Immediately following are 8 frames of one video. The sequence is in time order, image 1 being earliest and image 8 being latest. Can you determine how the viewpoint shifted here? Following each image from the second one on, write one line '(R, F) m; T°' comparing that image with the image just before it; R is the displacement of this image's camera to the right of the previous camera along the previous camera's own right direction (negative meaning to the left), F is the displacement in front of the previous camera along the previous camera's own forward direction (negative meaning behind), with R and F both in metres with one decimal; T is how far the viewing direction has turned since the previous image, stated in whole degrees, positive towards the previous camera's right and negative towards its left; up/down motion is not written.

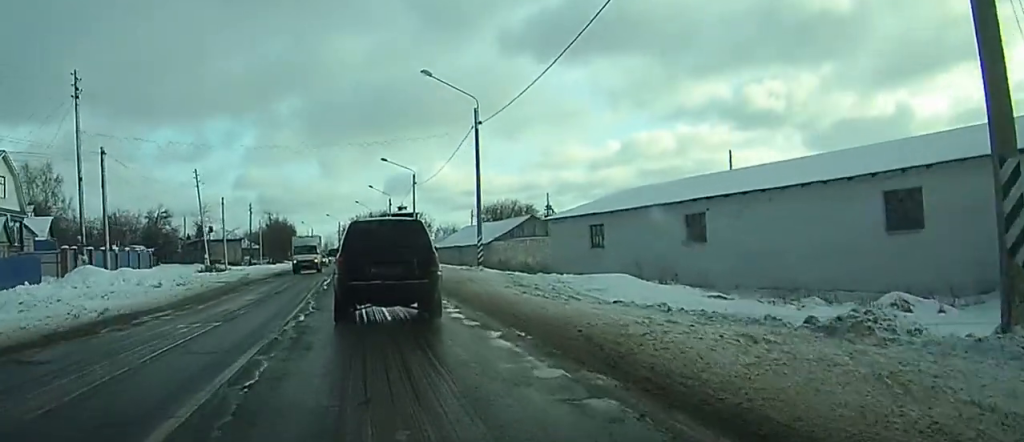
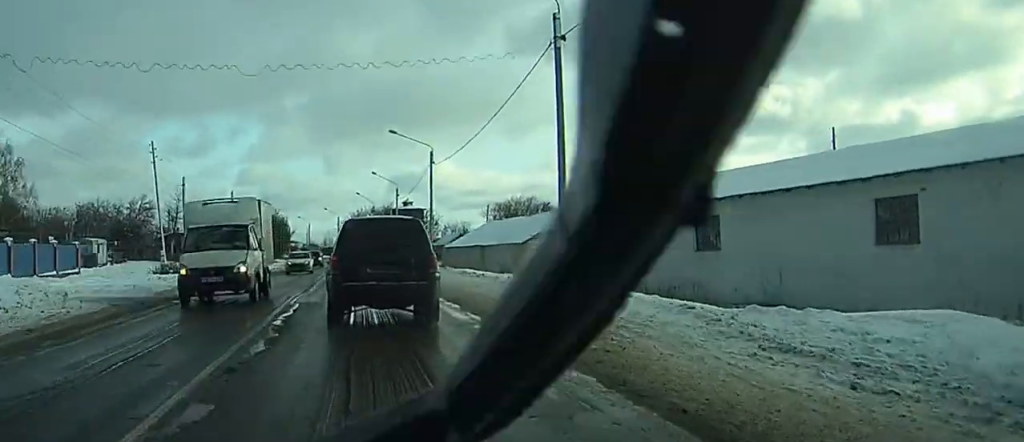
(-0.4, +18.2) m; -1°
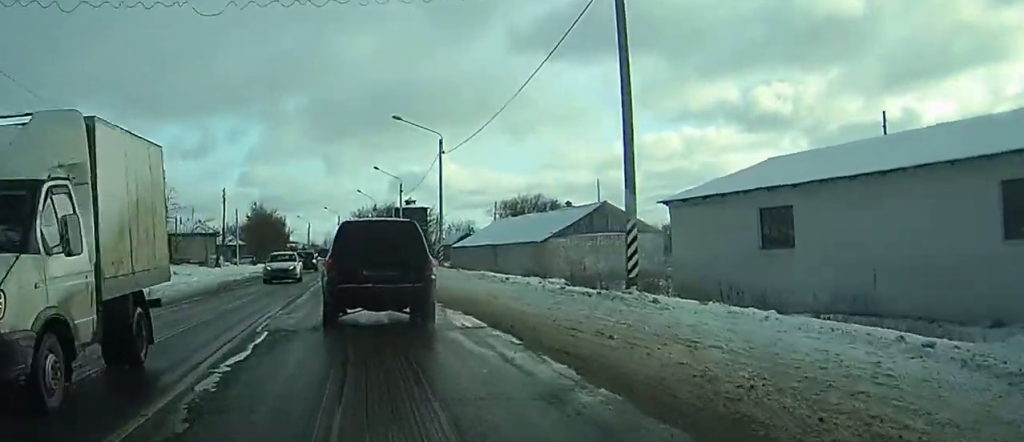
(0.0, +6.6) m; 0°
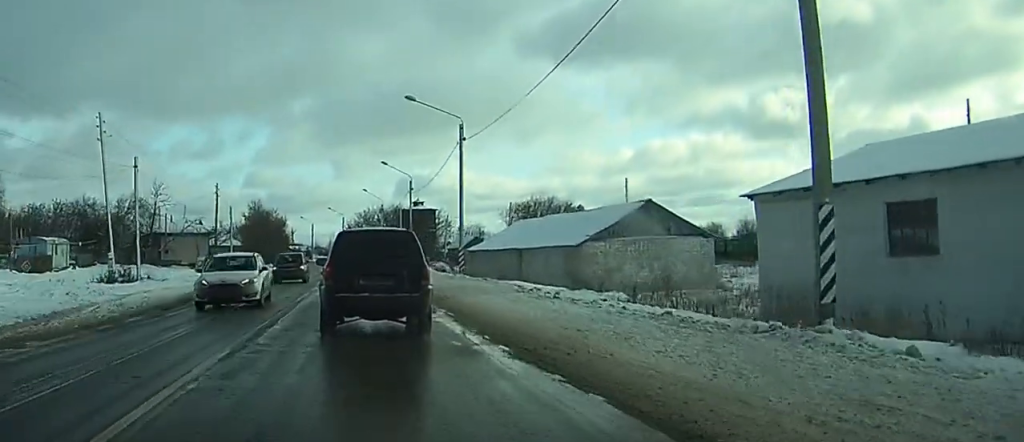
(0.0, +8.2) m; 0°
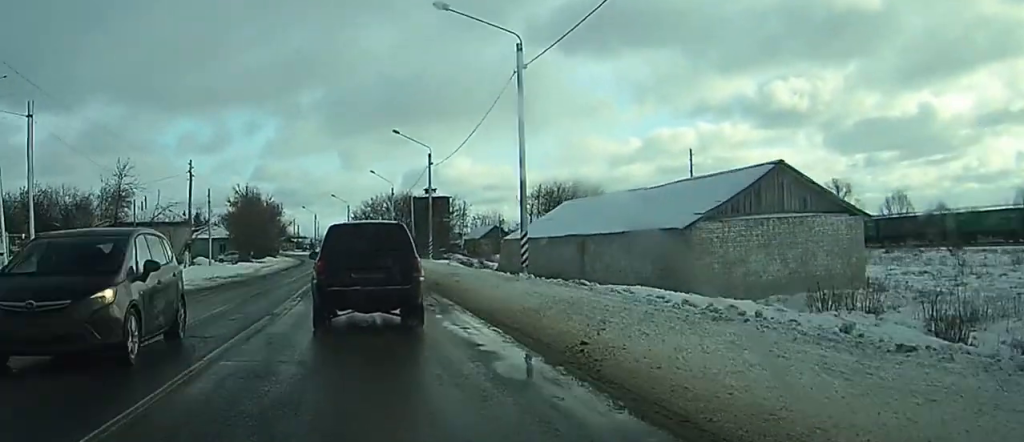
(+0.1, +15.4) m; 0°
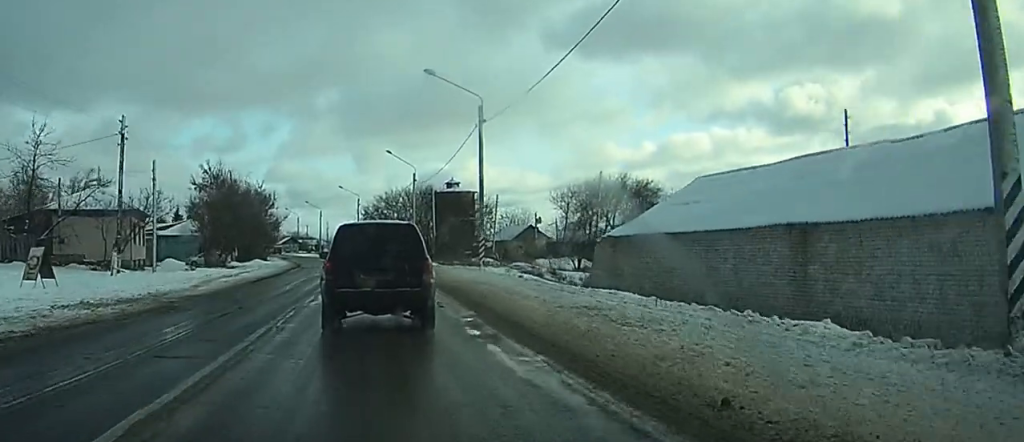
(-0.1, +20.5) m; -1°
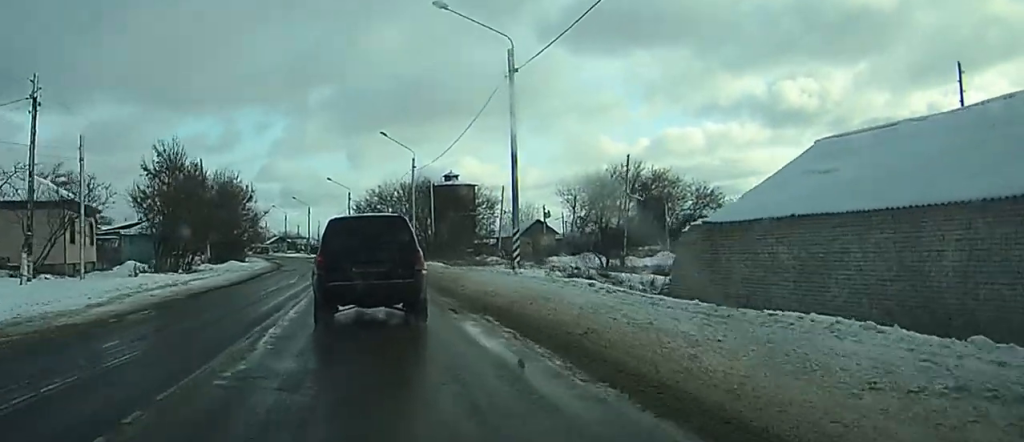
(0.0, +11.1) m; 0°
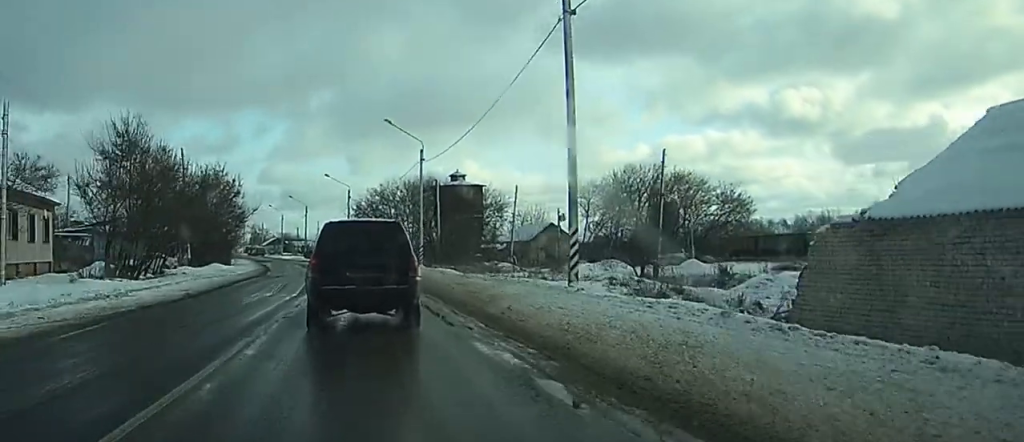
(0.0, +9.5) m; 0°
